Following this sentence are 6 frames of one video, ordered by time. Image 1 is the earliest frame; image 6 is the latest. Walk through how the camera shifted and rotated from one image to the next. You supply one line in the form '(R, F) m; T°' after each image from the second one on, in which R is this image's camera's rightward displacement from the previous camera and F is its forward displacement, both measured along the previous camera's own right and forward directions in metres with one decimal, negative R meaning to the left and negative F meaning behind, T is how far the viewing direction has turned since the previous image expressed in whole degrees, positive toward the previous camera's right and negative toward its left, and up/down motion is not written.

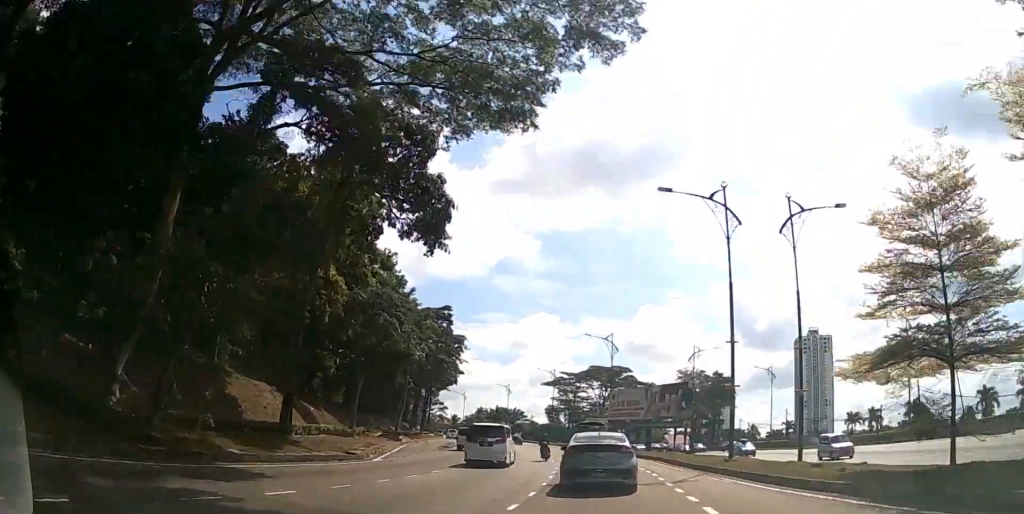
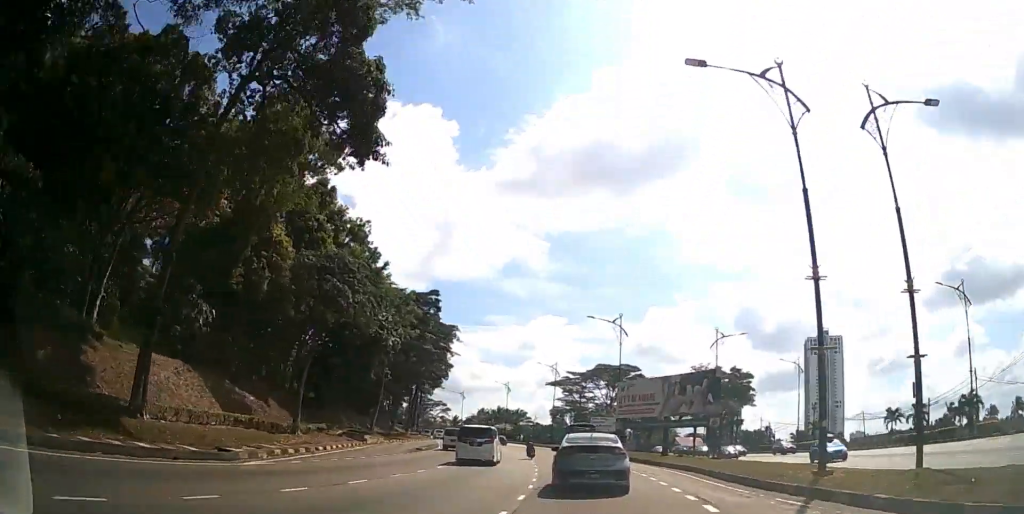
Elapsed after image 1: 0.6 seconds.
(0.0, +9.8) m; -1°
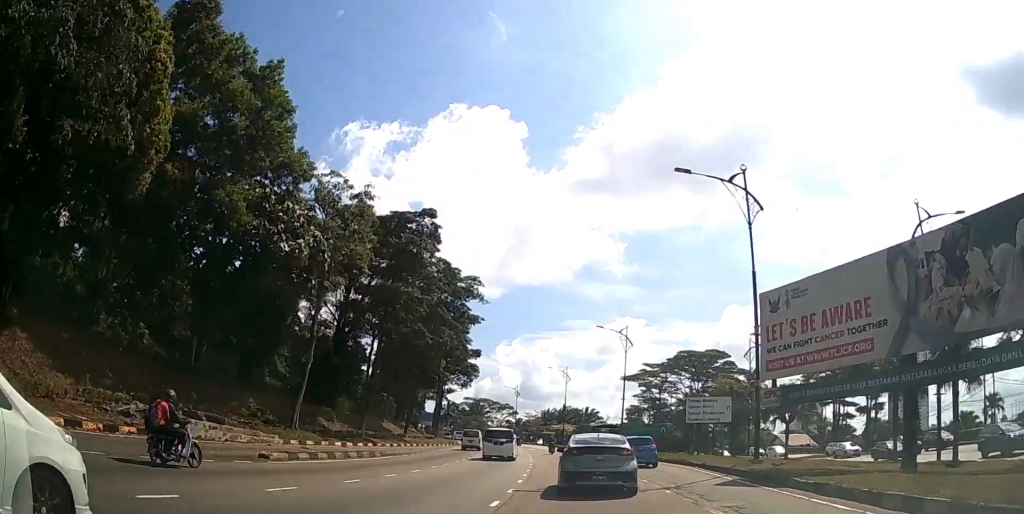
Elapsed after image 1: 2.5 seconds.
(-1.5, +28.4) m; -8°
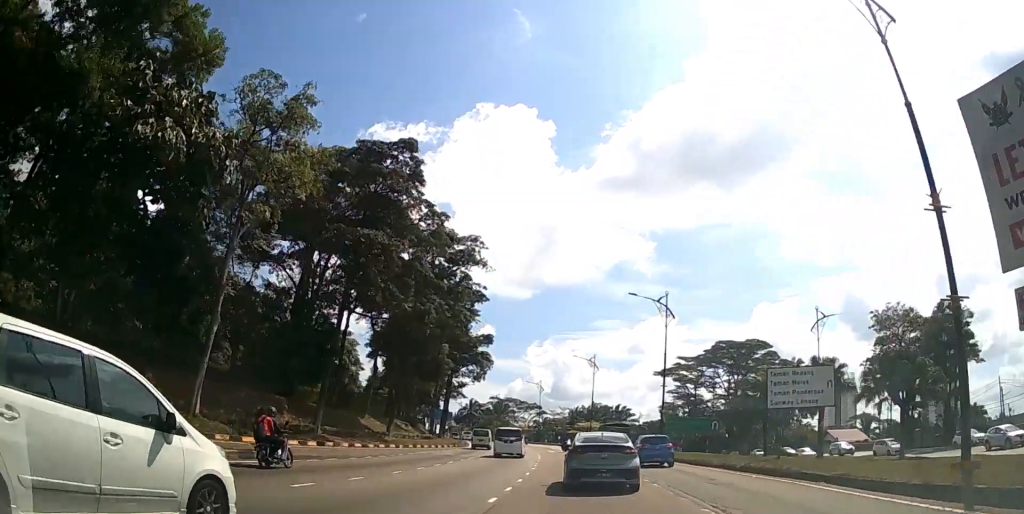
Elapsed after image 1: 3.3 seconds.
(-0.4, +11.9) m; -4°
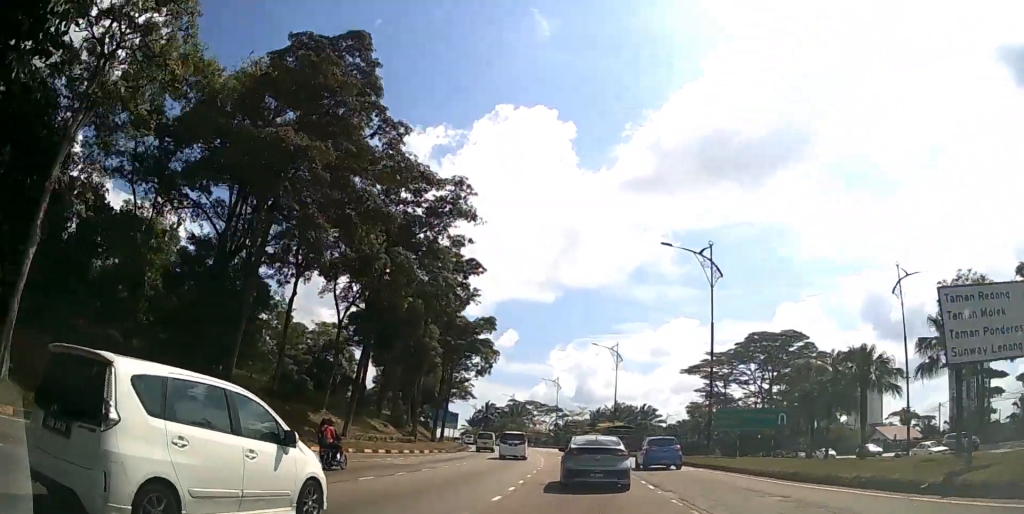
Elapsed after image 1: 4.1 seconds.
(-0.5, +11.8) m; -3°
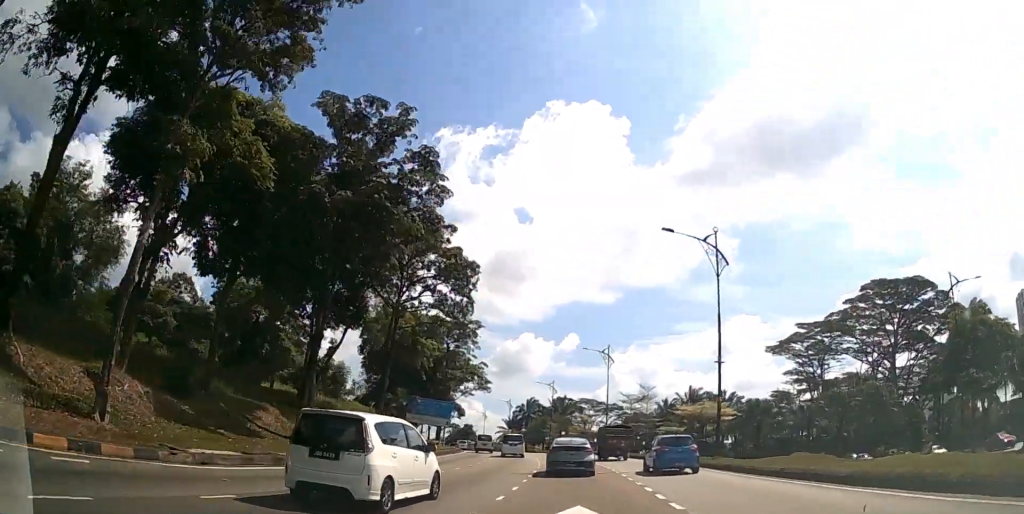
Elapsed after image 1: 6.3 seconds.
(-2.3, +36.2) m; -7°
